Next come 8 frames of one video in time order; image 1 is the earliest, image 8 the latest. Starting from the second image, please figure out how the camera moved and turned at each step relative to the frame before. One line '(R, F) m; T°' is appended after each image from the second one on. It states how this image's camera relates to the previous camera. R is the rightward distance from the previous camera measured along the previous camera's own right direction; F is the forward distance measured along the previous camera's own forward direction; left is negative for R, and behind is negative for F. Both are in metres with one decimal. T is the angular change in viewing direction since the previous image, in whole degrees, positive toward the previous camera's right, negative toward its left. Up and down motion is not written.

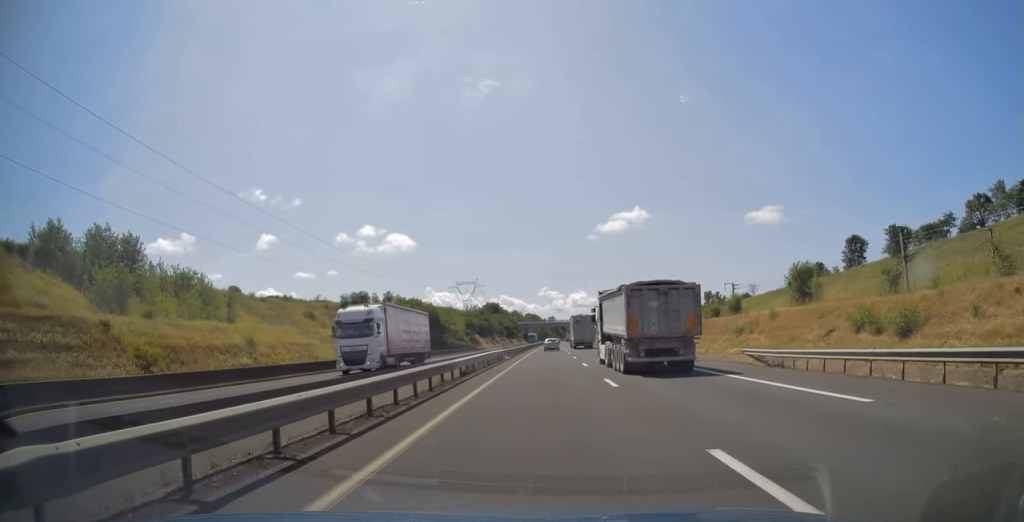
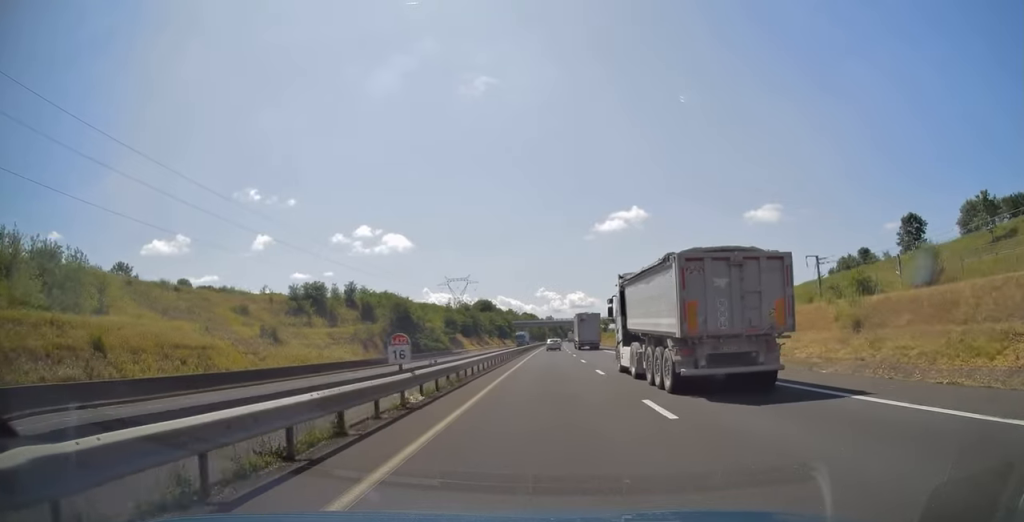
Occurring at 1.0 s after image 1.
(-0.2, +31.7) m; 0°
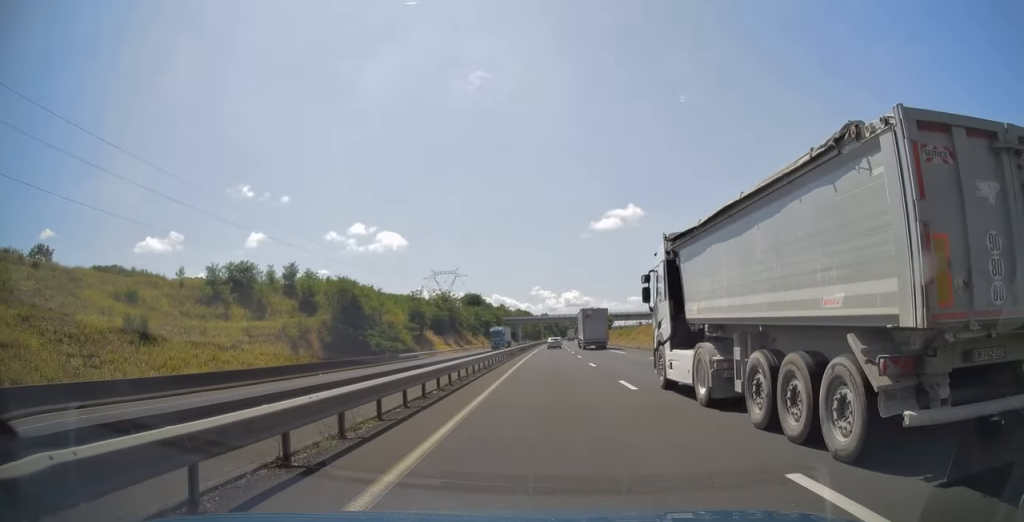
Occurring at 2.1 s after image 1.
(+0.2, +32.3) m; +1°
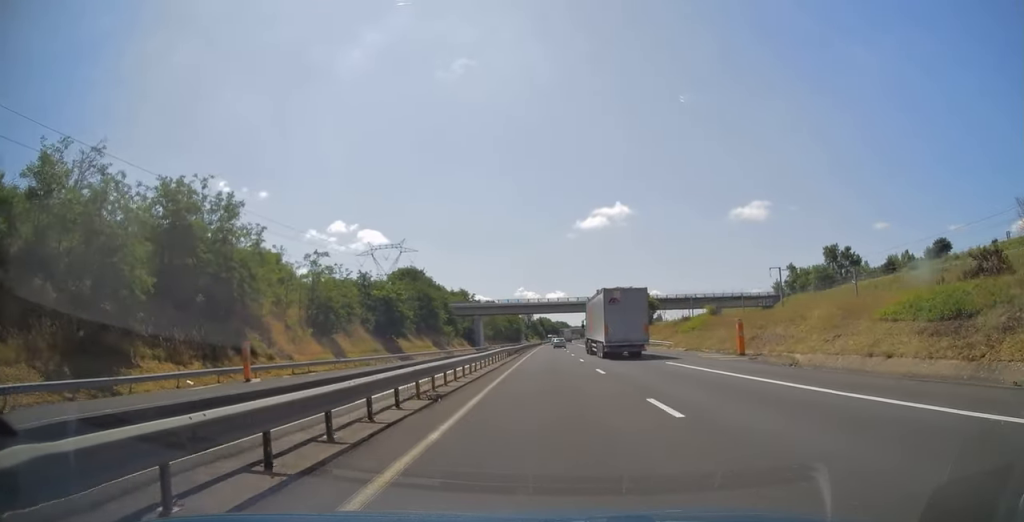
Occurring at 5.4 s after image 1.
(+1.2, +106.1) m; +1°
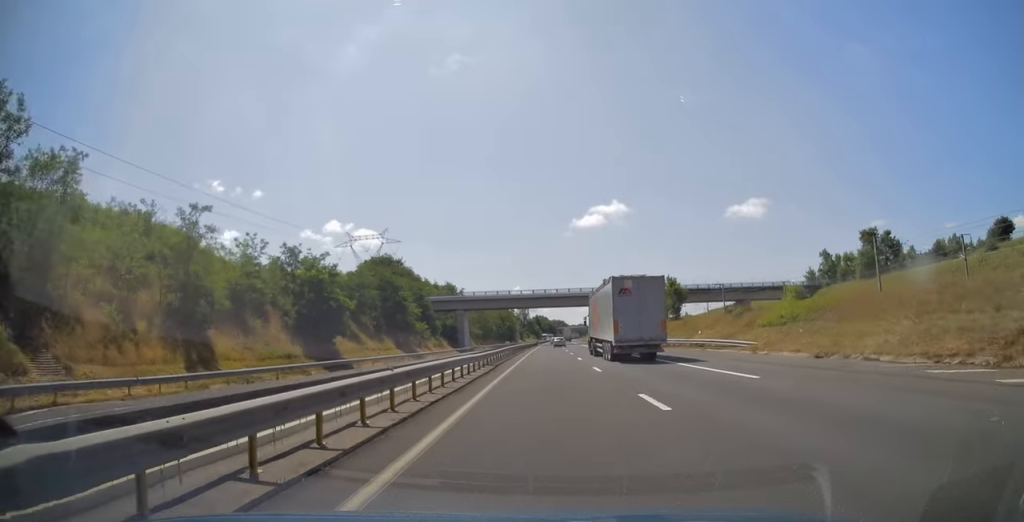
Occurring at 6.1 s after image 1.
(+0.2, +24.2) m; 0°
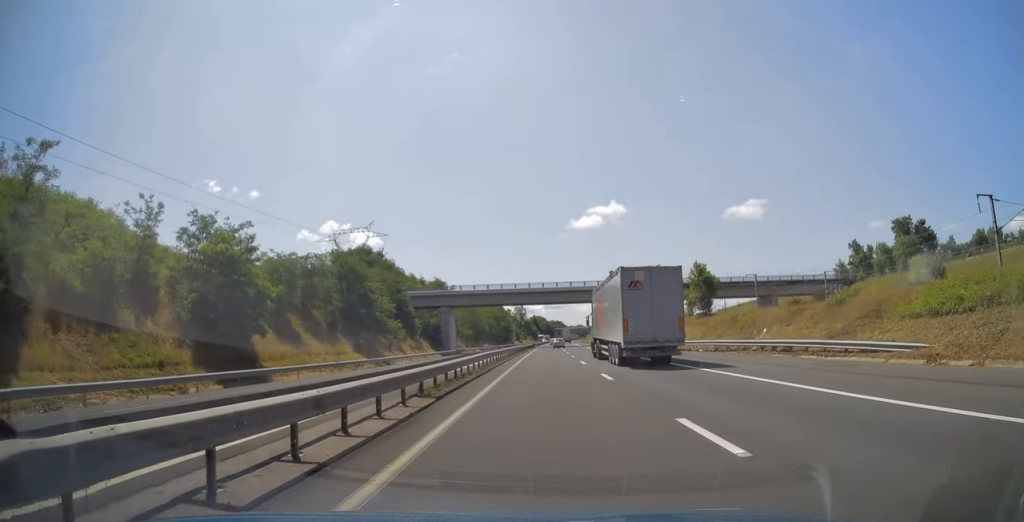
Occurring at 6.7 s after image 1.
(0.0, +16.8) m; 0°
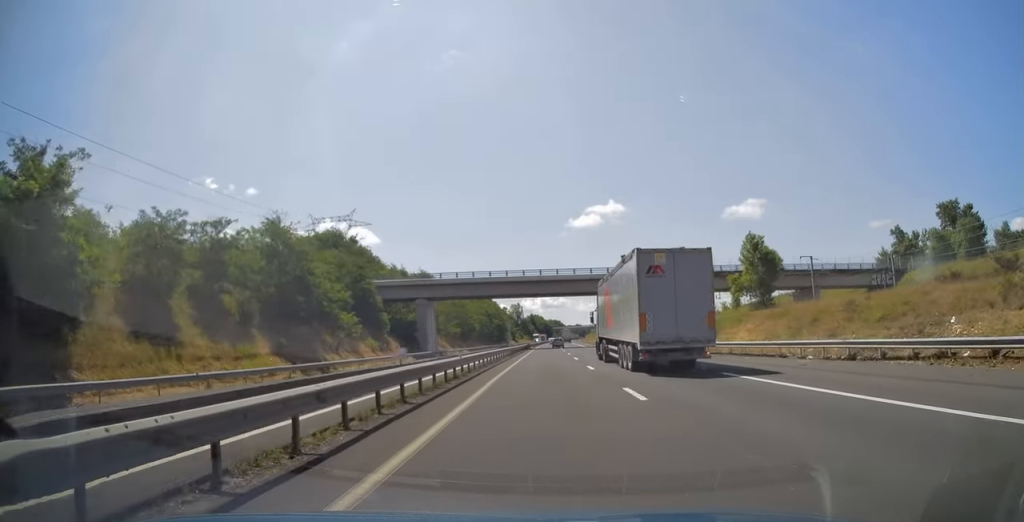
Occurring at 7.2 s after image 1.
(0.0, +19.0) m; 0°
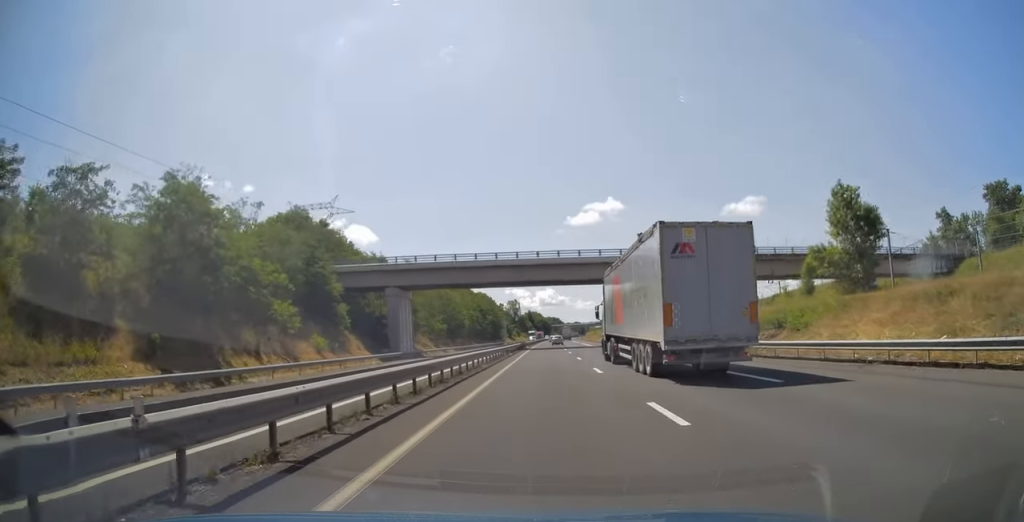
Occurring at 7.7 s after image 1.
(+0.1, +16.4) m; 0°
